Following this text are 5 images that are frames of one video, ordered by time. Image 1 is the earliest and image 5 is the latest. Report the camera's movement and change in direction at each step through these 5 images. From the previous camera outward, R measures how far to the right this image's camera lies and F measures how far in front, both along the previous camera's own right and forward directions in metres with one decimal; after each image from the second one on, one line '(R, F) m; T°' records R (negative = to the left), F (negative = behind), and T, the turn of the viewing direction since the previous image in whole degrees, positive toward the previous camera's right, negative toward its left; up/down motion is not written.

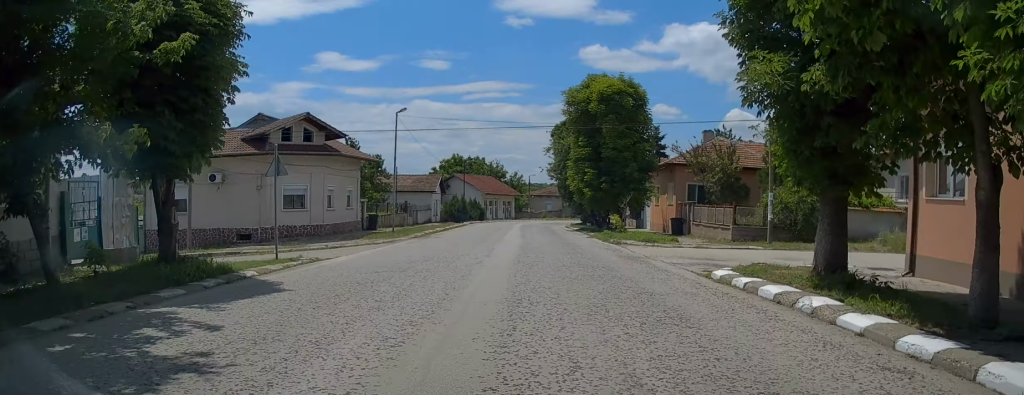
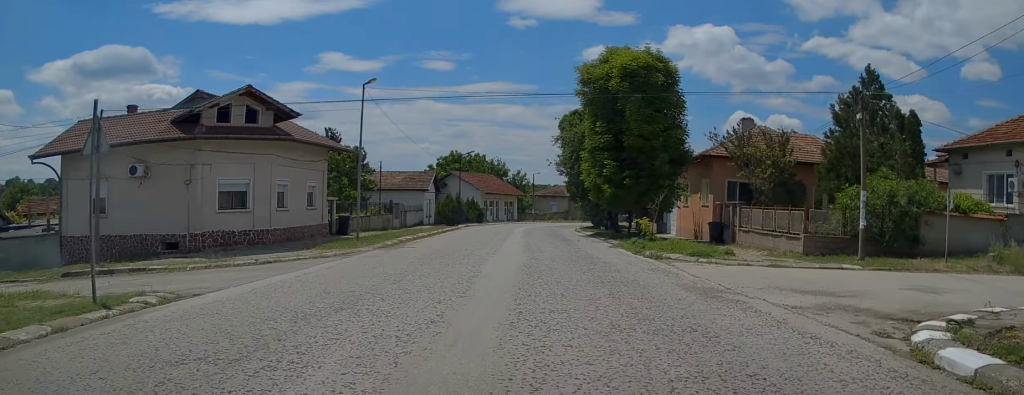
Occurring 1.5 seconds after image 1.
(-0.2, +5.9) m; -3°
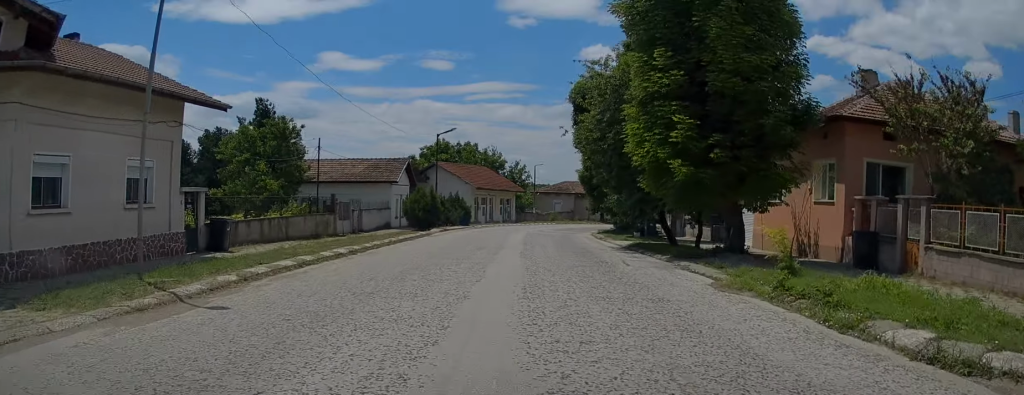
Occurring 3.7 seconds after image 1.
(-0.5, +12.9) m; -2°
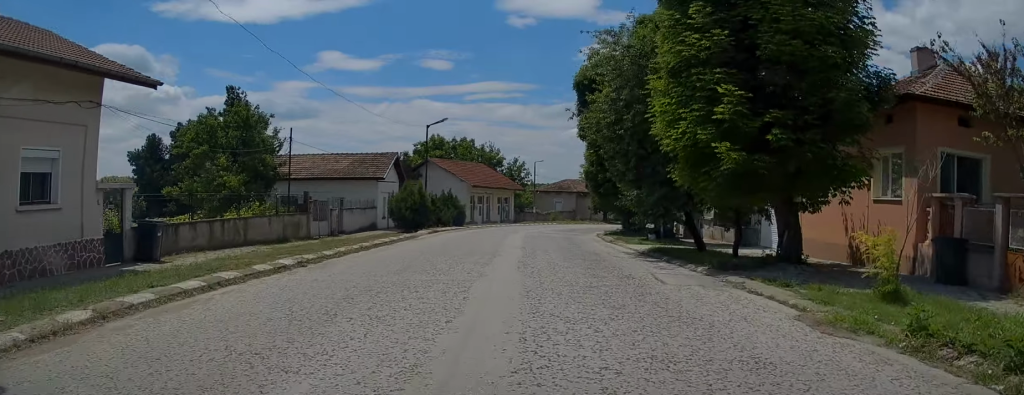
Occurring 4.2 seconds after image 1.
(+0.2, +3.7) m; +1°
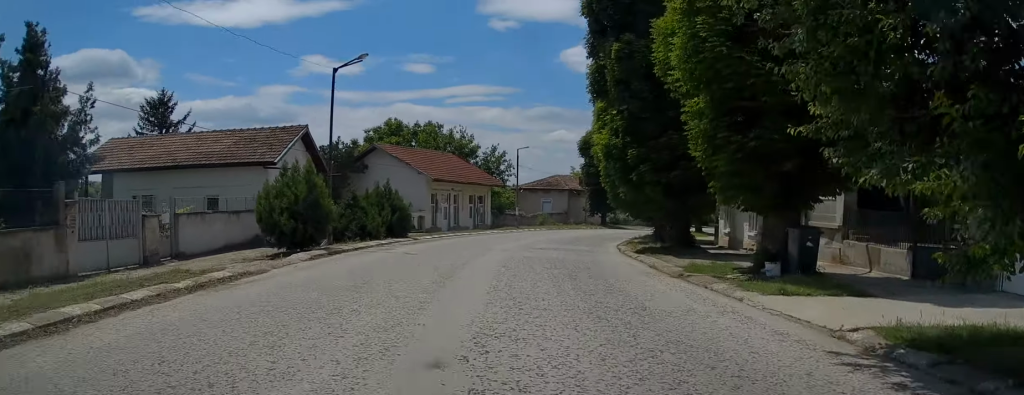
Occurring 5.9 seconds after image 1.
(+0.5, +15.0) m; +5°
